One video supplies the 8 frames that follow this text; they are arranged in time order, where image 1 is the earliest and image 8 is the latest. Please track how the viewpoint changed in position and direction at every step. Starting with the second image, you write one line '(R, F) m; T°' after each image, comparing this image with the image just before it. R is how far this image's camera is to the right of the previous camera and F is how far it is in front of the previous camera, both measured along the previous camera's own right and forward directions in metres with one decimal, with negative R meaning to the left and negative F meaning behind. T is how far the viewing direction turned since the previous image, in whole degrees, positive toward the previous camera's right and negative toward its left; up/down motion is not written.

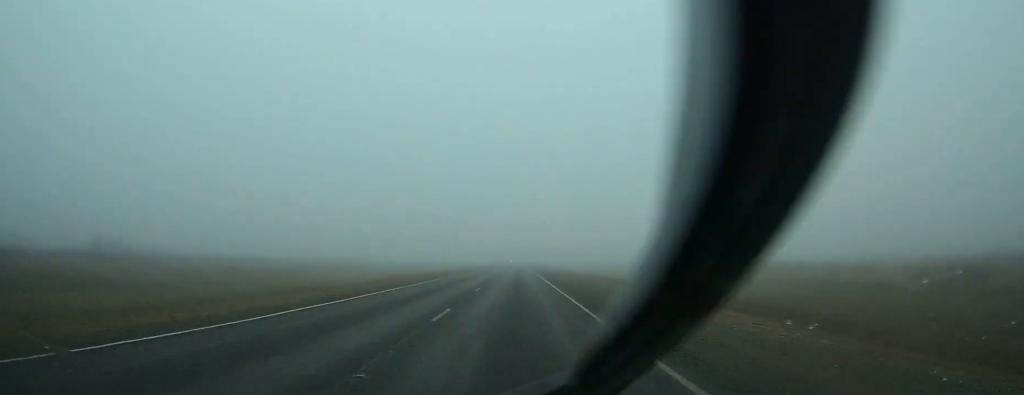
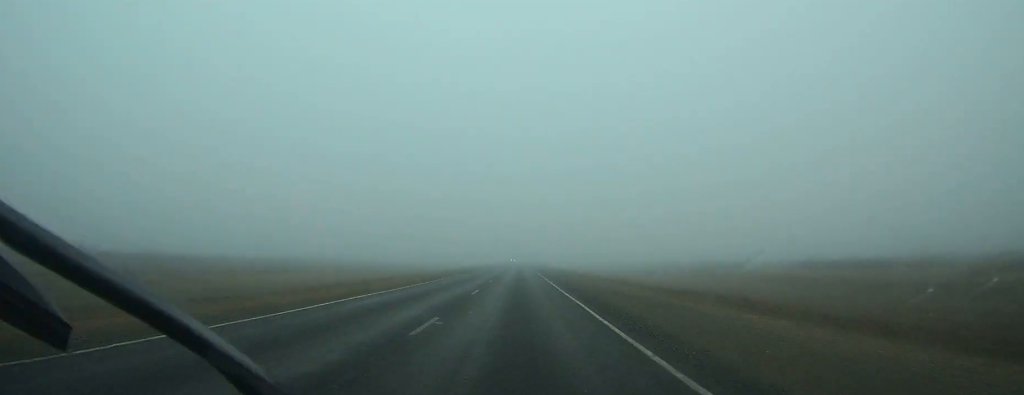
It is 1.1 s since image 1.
(0.0, +27.5) m; 0°
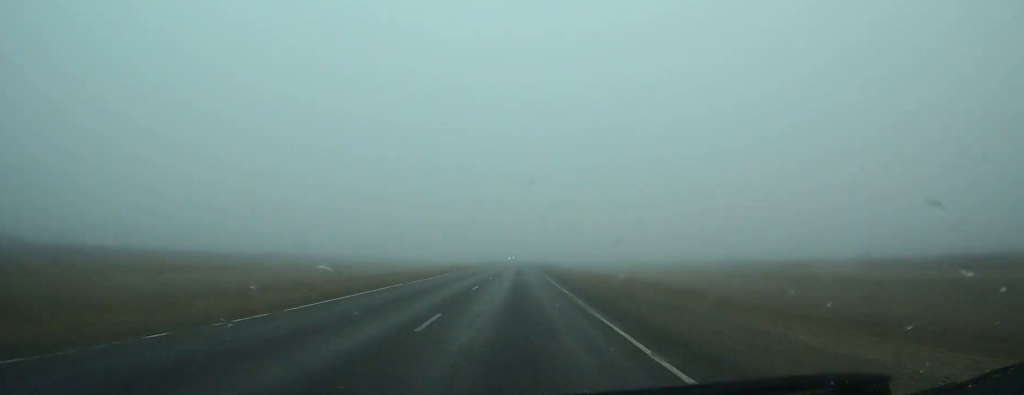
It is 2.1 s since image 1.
(0.0, +24.3) m; 0°
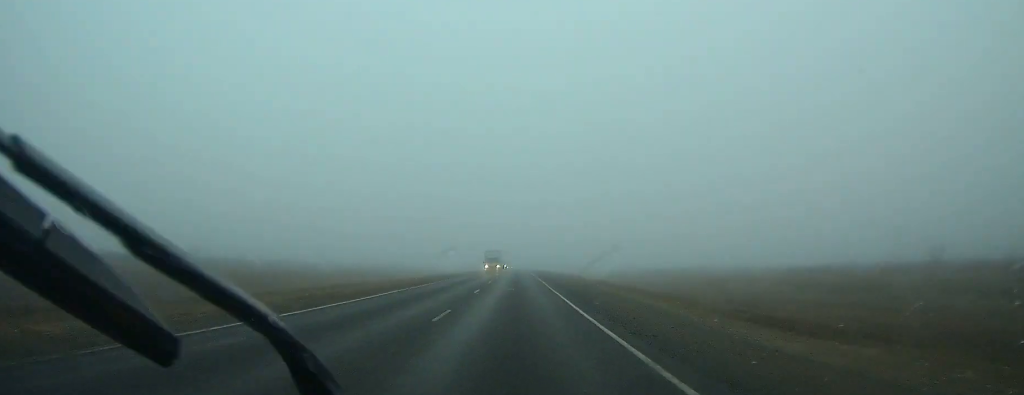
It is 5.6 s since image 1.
(0.0, +81.7) m; 0°
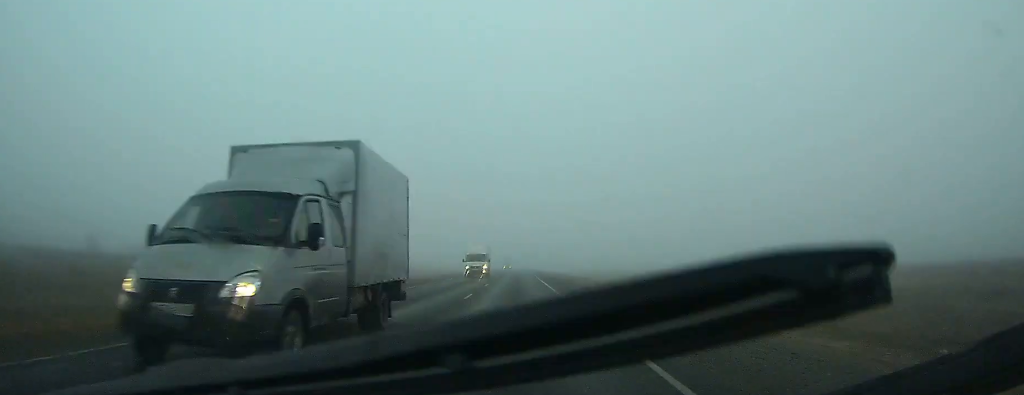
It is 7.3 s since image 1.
(0.0, +39.0) m; 0°
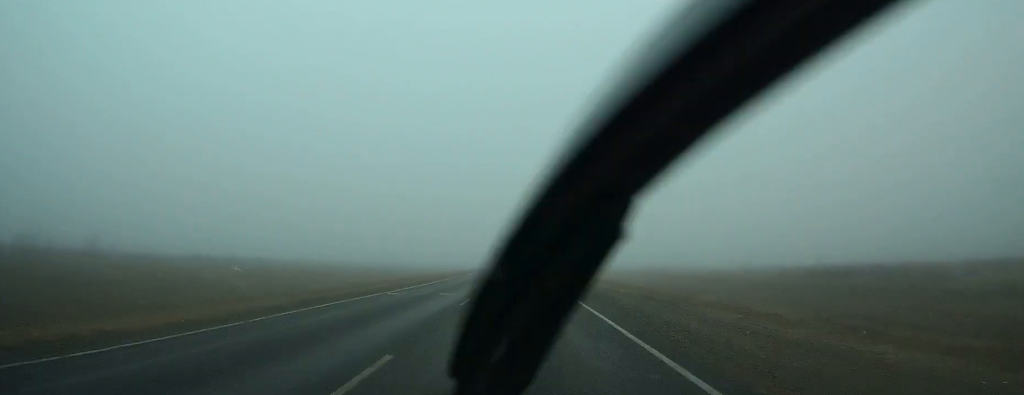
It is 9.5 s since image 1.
(0.0, +50.2) m; 0°
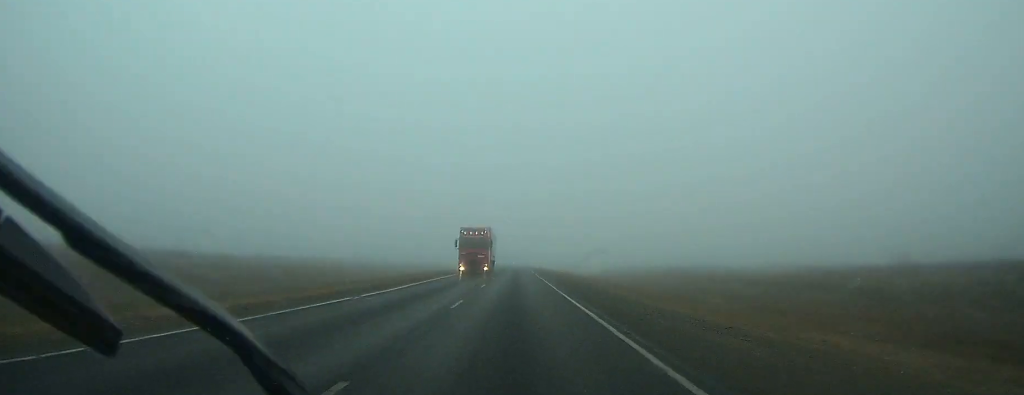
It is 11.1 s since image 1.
(0.0, +39.3) m; 0°
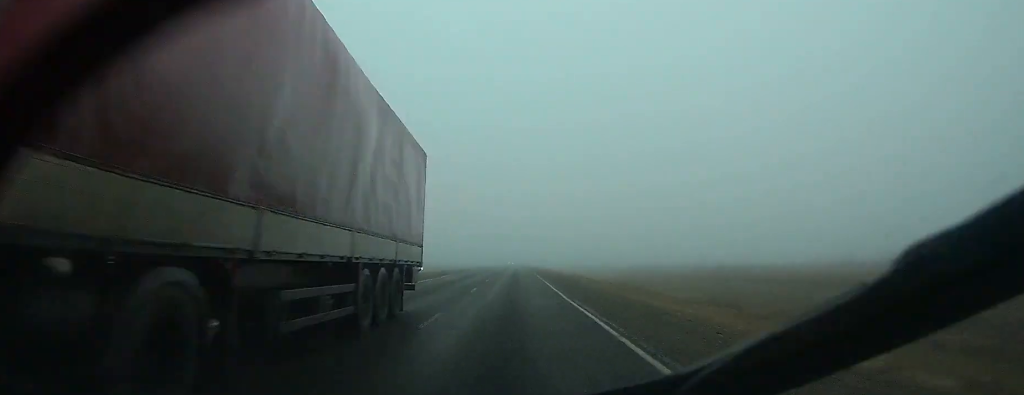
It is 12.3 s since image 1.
(+0.1, +29.5) m; 0°
